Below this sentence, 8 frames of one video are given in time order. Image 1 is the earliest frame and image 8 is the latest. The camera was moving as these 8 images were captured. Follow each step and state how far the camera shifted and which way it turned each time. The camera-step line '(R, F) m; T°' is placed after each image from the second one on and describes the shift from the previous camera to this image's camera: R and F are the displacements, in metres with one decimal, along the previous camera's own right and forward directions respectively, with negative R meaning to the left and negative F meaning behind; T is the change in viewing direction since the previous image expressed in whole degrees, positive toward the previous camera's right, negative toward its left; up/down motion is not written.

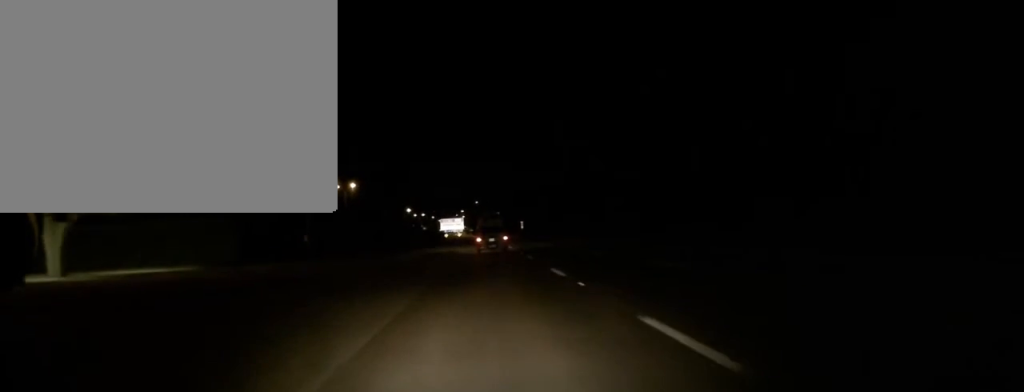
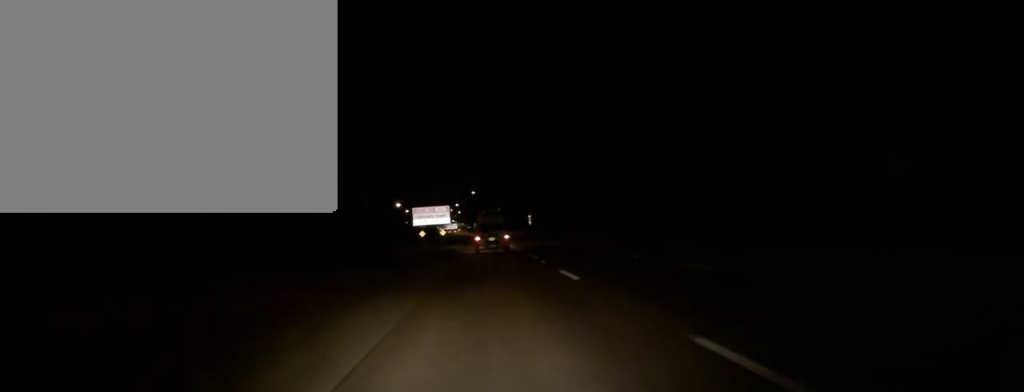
(-0.7, +39.1) m; -1°
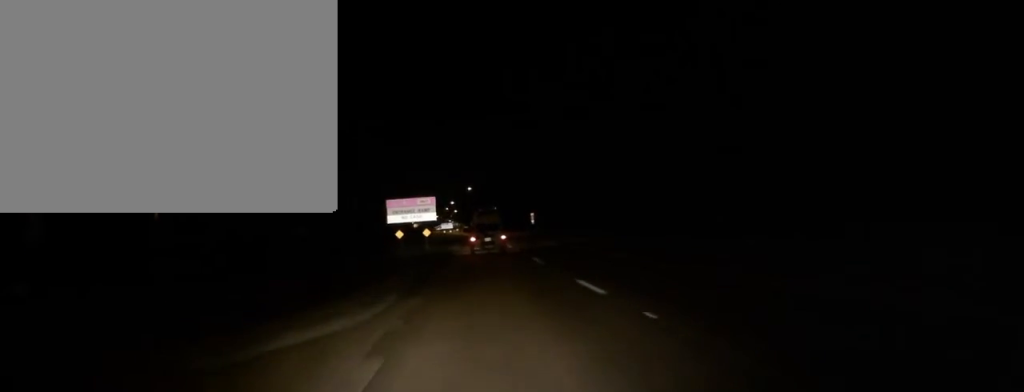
(+0.2, +16.6) m; +1°
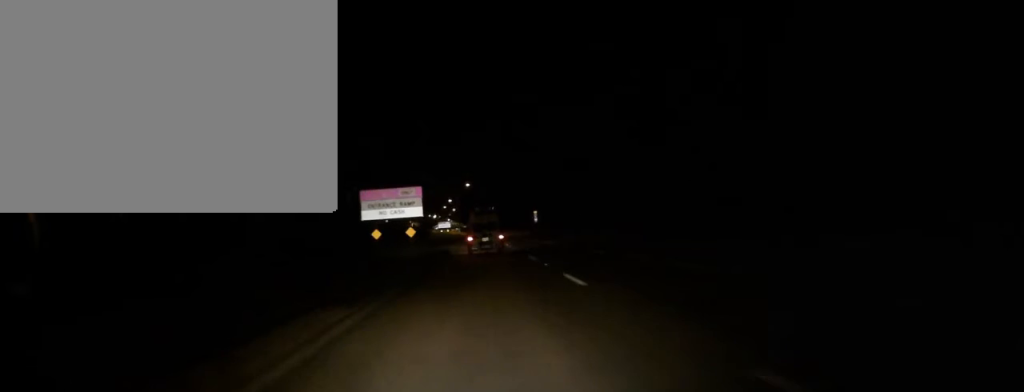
(+0.1, +10.6) m; 0°
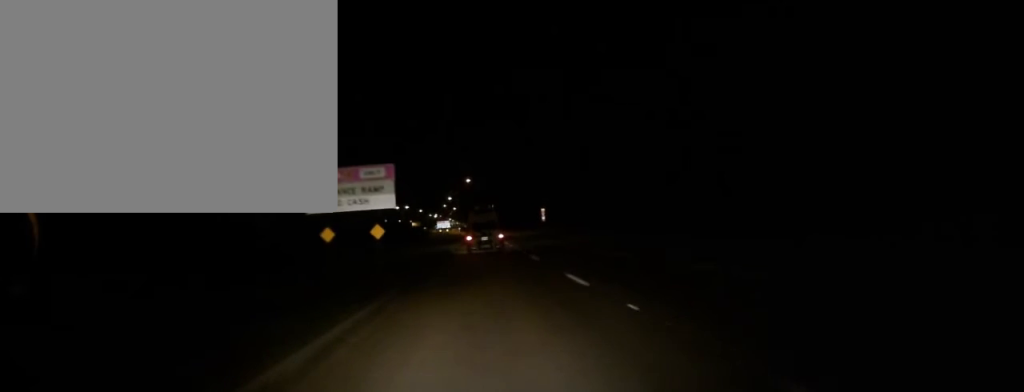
(+0.1, +12.9) m; -1°
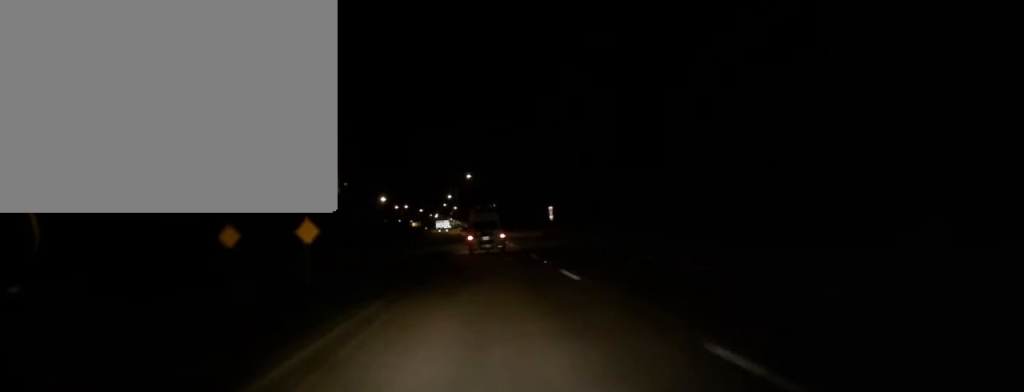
(-0.2, +11.5) m; 0°
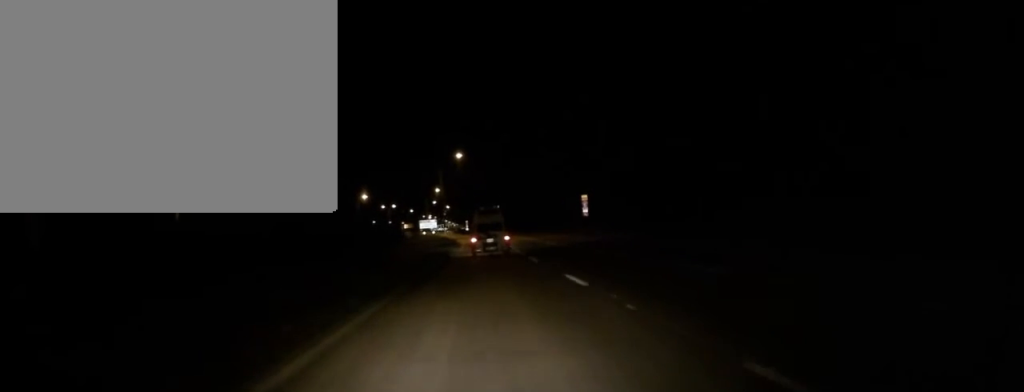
(+0.5, +38.6) m; +1°
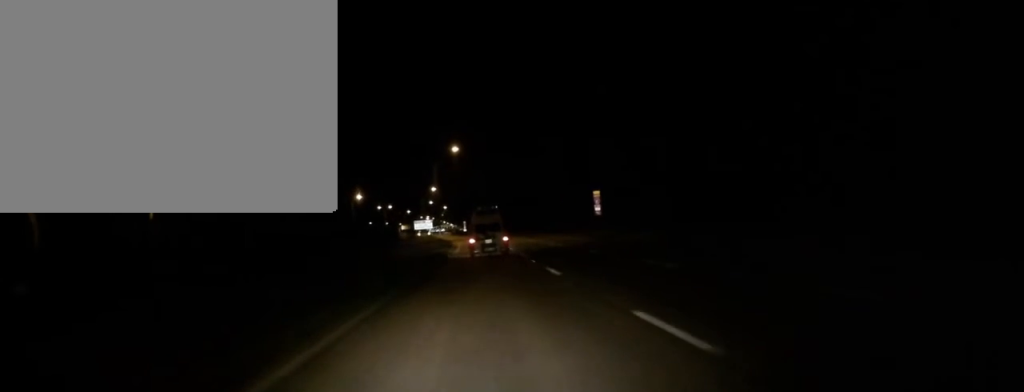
(+0.1, +8.1) m; -1°
